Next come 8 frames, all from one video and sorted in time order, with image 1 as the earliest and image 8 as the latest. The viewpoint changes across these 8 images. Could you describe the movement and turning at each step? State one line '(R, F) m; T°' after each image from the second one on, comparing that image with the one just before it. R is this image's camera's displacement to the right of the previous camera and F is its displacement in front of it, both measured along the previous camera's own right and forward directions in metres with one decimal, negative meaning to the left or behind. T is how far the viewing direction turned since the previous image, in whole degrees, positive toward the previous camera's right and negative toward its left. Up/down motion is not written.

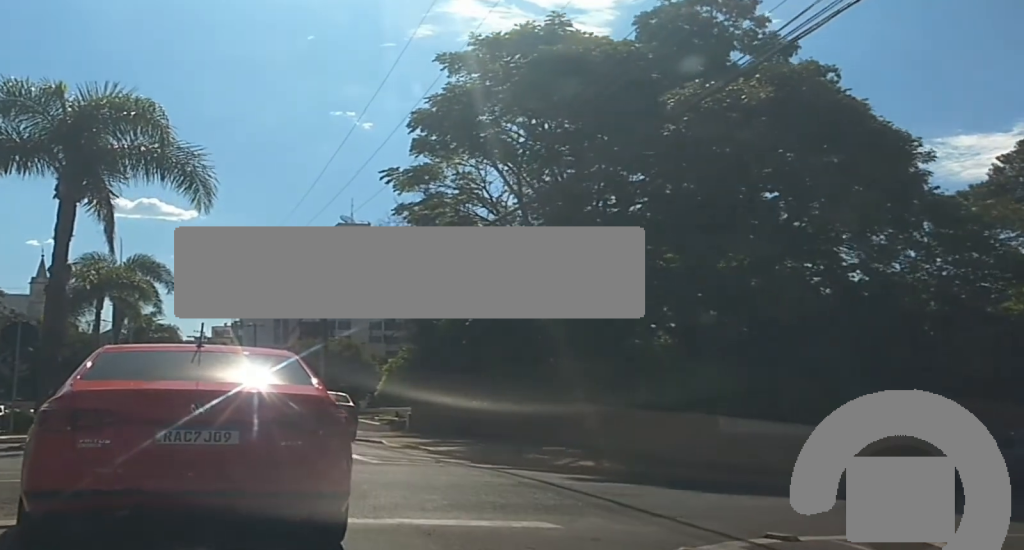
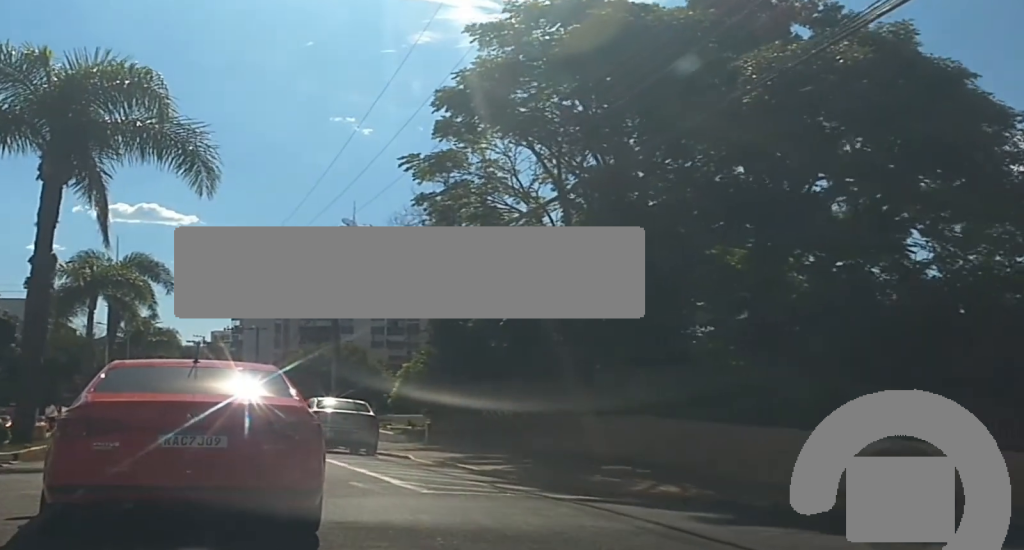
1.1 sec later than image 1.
(0.0, +3.2) m; 0°
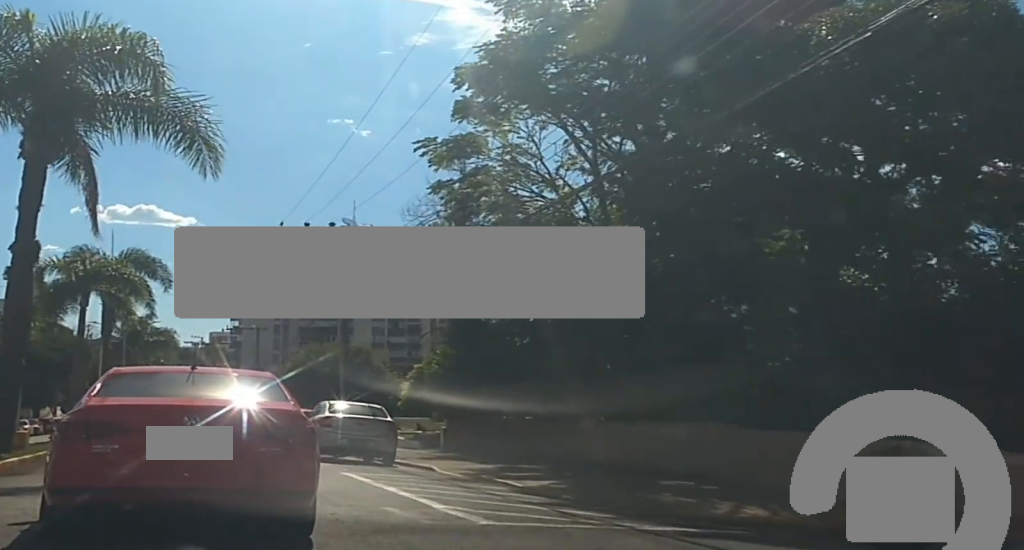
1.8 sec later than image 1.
(0.0, +2.2) m; +2°
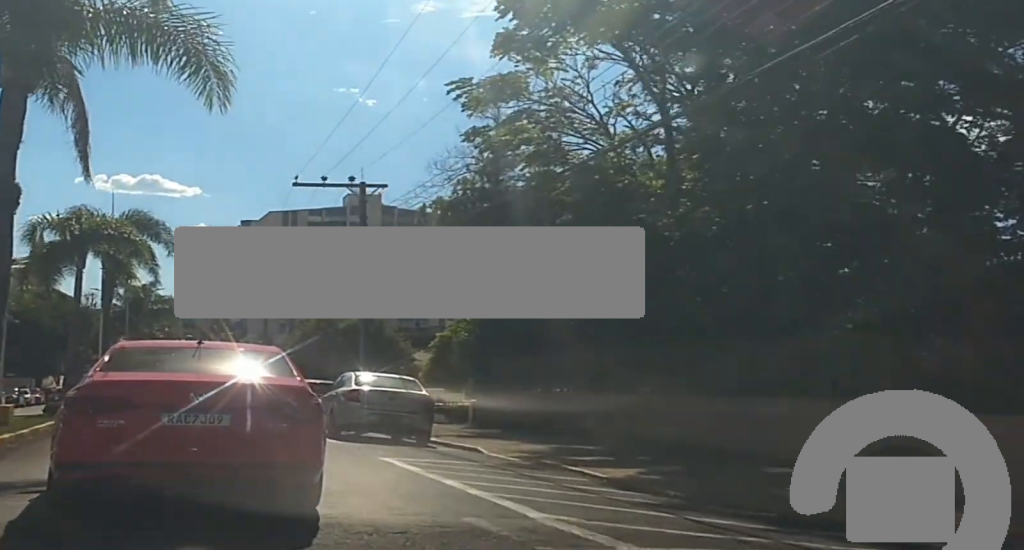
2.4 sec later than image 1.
(0.0, +2.4) m; +2°
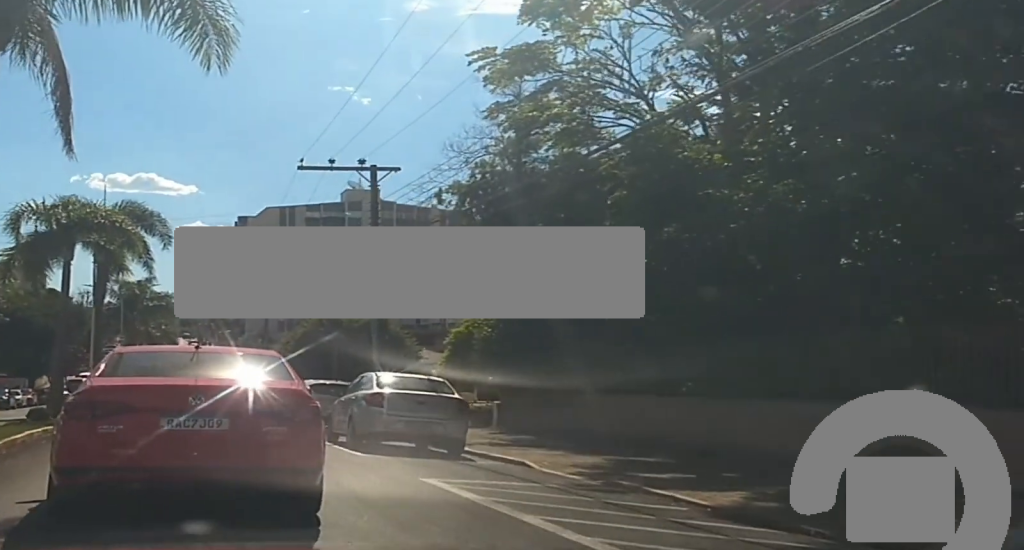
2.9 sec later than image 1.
(+0.1, +2.1) m; +2°
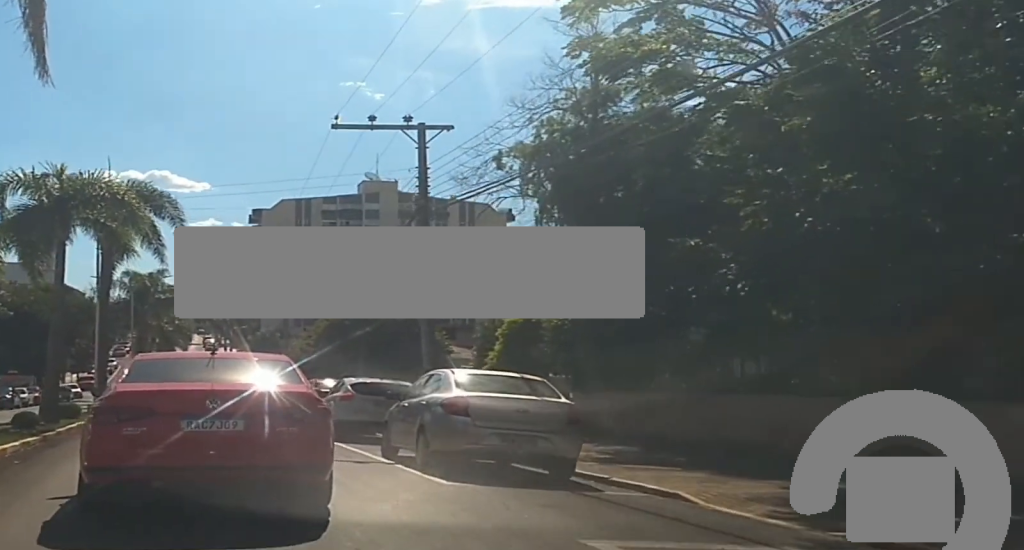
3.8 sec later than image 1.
(+0.1, +4.3) m; +1°
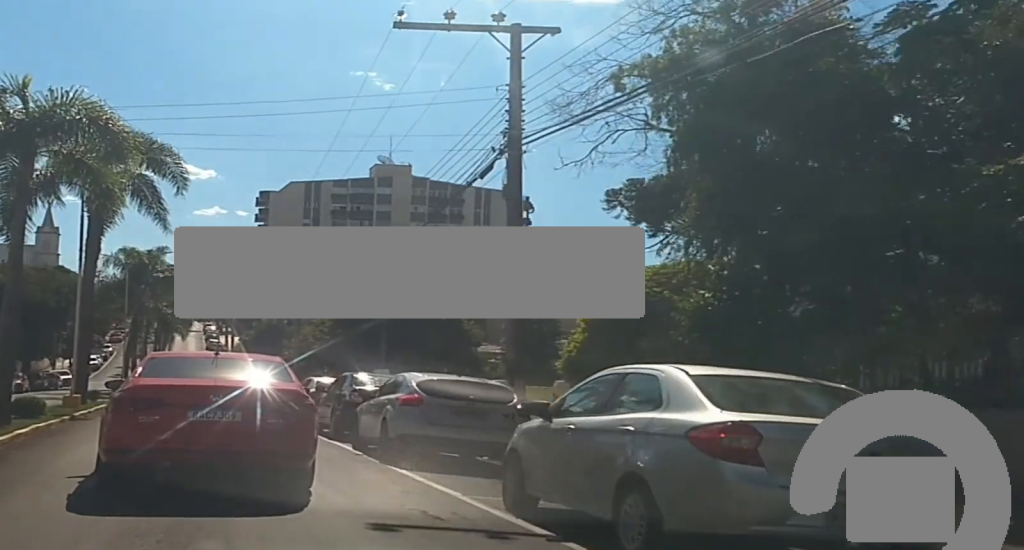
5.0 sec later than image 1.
(0.0, +6.6) m; 0°
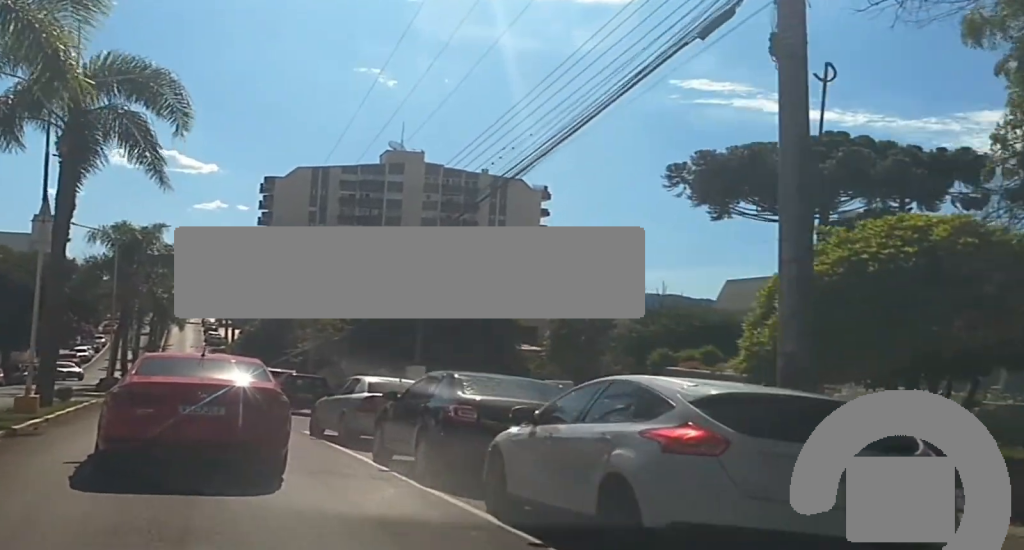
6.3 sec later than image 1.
(0.0, +8.1) m; -2°
